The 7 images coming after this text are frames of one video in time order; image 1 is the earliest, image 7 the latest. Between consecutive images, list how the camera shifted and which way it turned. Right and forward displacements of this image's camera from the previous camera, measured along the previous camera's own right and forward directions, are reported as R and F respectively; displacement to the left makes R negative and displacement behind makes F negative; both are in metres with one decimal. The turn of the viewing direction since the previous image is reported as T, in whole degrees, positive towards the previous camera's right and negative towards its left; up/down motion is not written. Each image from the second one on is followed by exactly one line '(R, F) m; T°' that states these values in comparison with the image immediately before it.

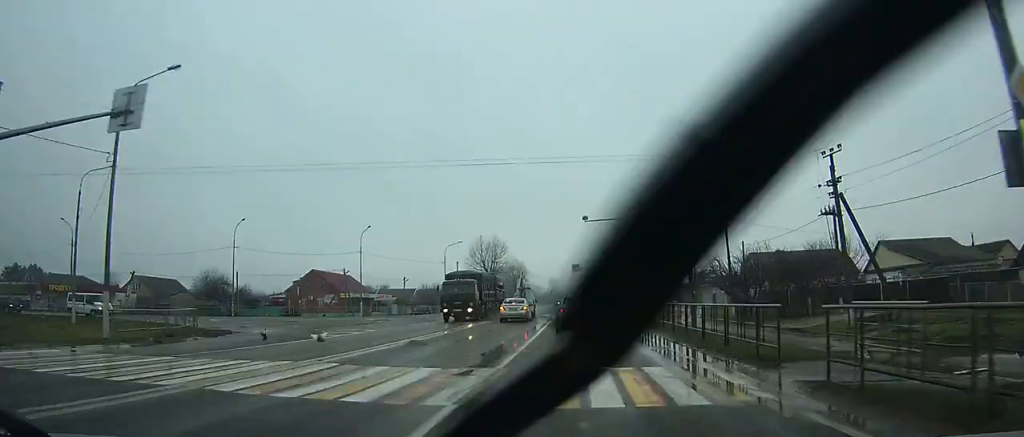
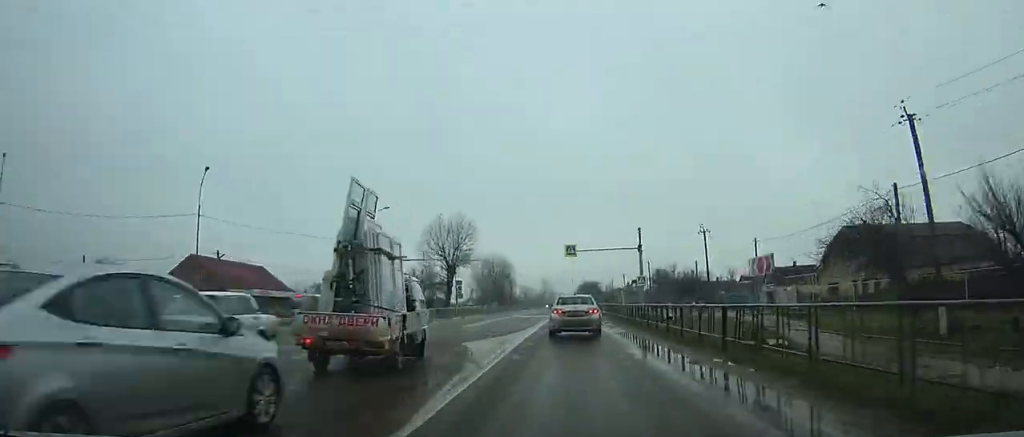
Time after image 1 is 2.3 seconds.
(+2.8, +31.2) m; +2°
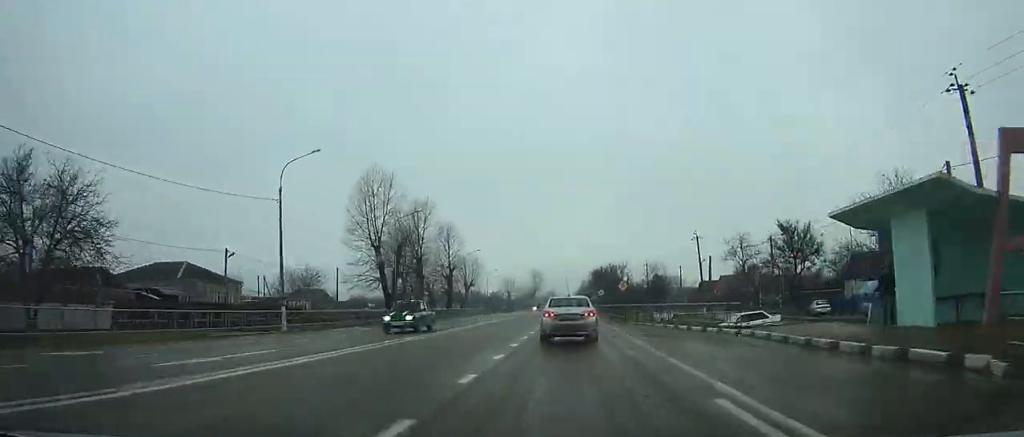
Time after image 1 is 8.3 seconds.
(-4.1, +84.0) m; -3°
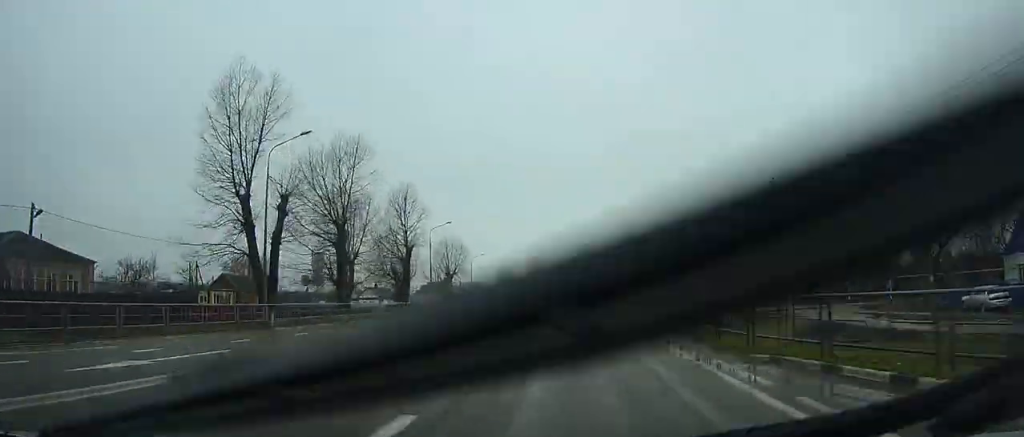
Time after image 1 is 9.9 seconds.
(0.0, +23.0) m; 0°
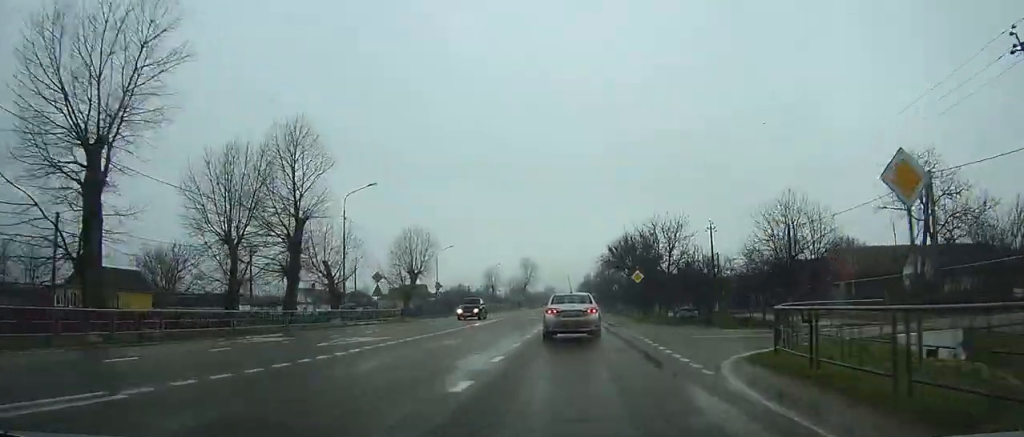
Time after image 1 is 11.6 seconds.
(0.0, +24.4) m; 0°
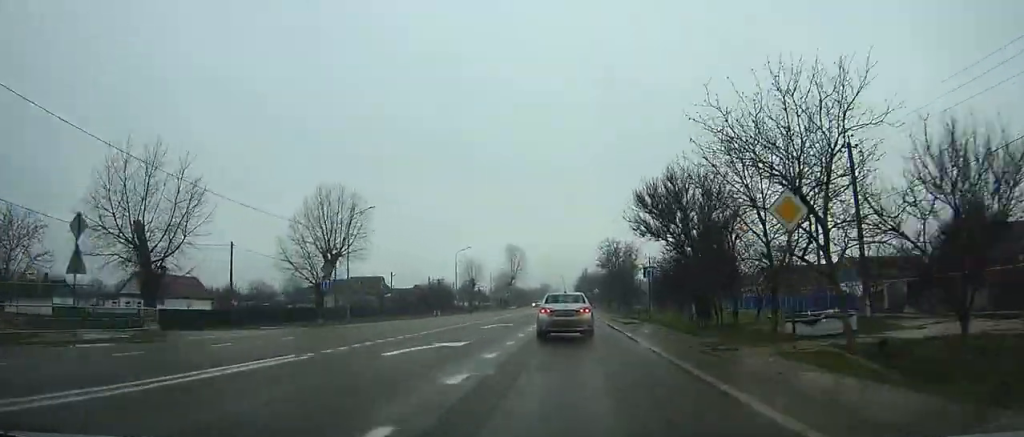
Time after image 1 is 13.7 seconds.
(-0.3, +30.1) m; +1°
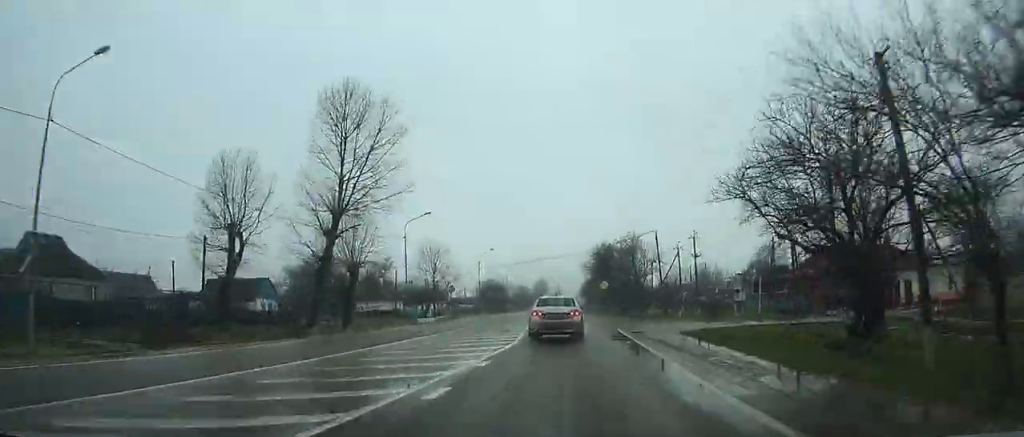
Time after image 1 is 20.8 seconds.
(+1.1, +104.3) m; -4°
